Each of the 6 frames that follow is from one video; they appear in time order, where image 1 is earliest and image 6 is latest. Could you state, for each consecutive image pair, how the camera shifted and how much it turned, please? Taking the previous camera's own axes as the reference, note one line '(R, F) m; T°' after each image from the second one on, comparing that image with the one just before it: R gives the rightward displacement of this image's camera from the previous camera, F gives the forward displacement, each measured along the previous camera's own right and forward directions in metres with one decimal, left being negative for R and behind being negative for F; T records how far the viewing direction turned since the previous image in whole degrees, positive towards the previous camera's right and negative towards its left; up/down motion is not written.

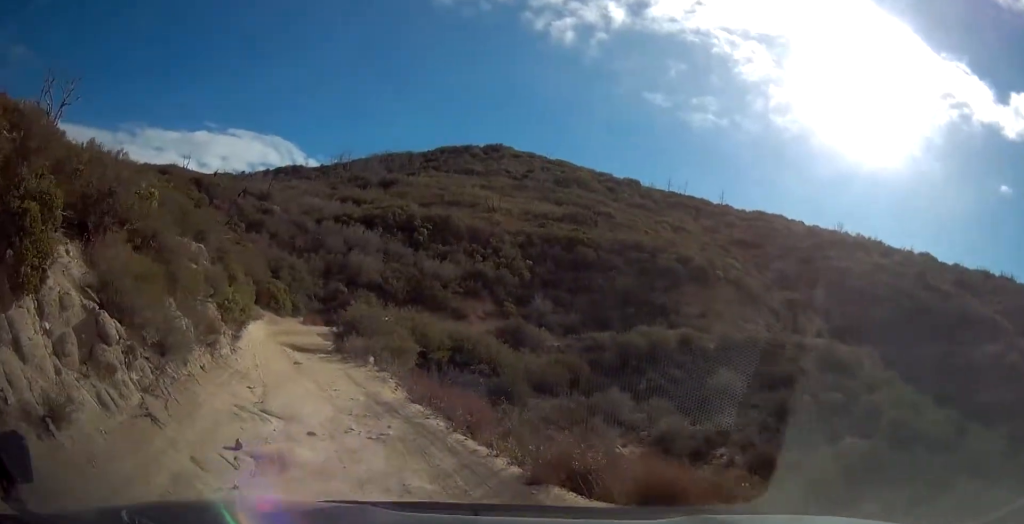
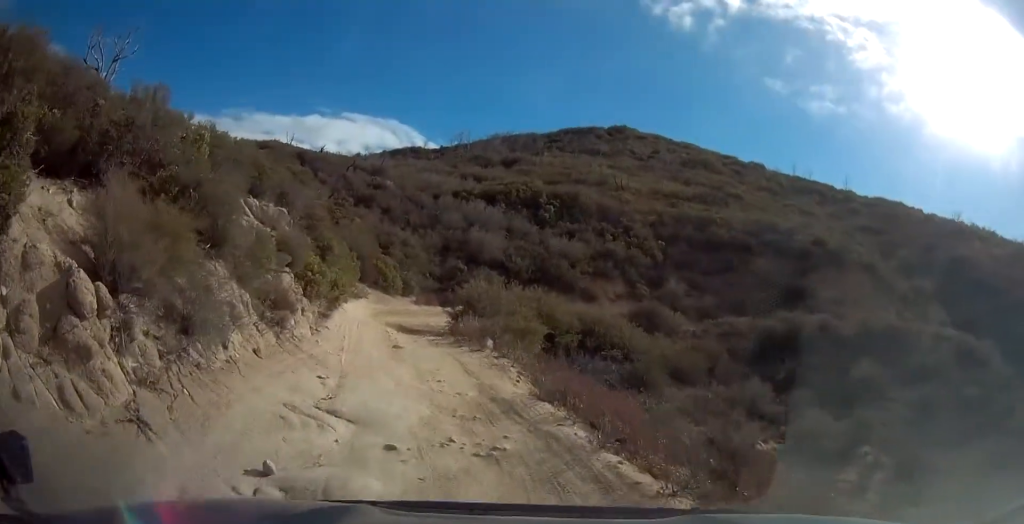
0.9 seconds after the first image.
(-0.4, +2.7) m; -16°
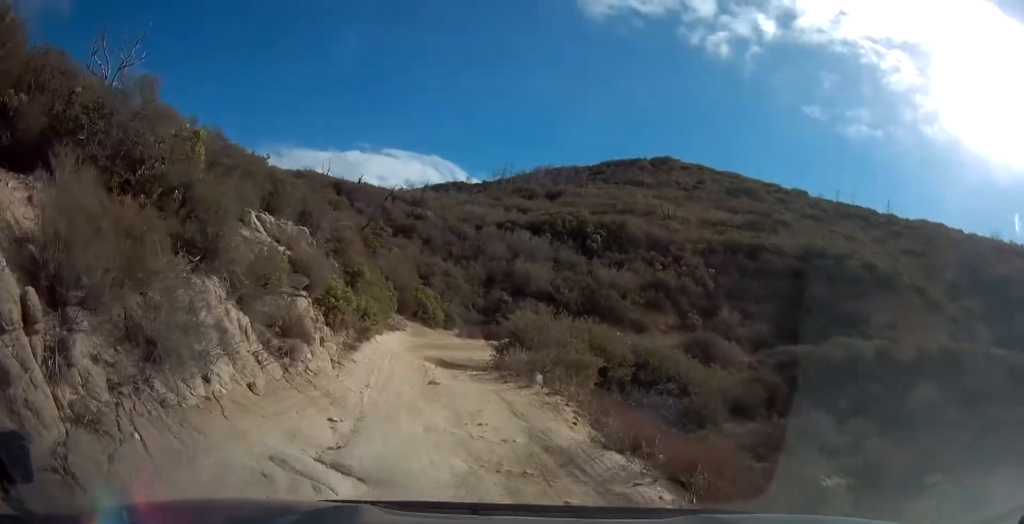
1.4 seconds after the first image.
(-0.1, +1.7) m; -8°
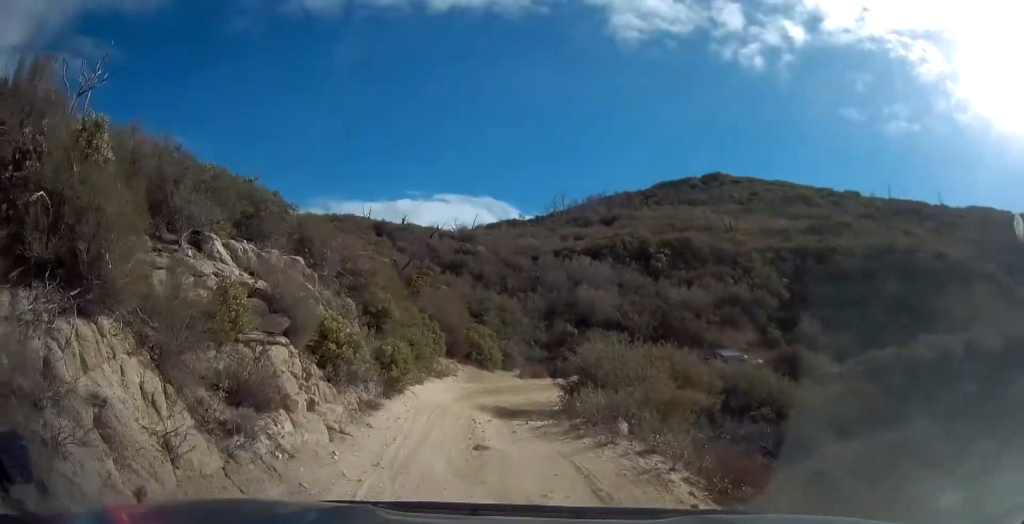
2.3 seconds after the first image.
(-0.4, +3.7) m; 0°
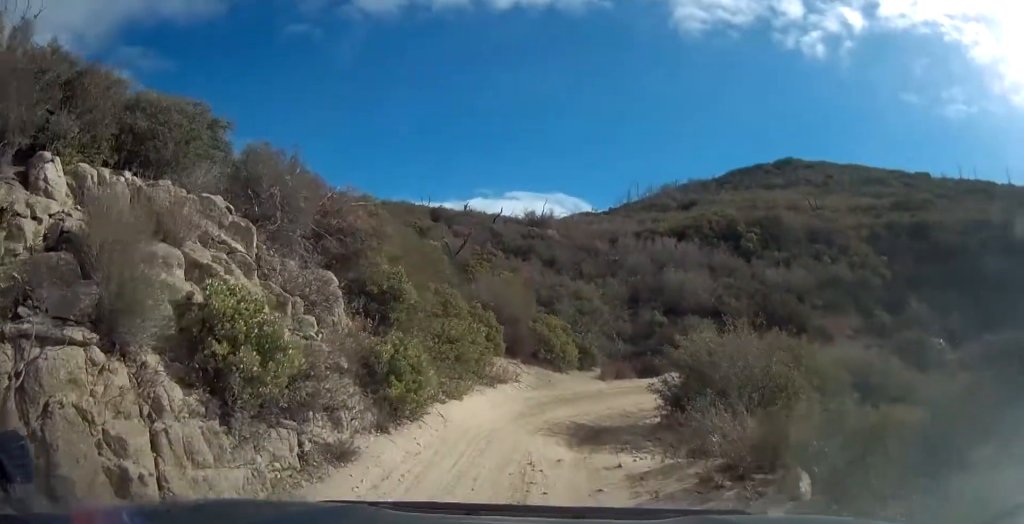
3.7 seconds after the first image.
(+0.1, +5.4) m; -7°
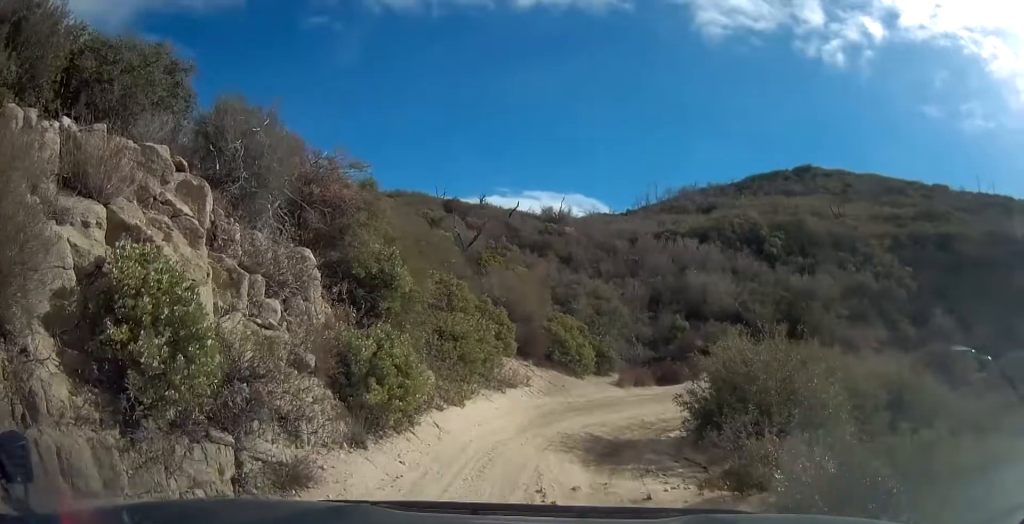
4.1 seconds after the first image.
(-0.2, +1.8) m; -4°
